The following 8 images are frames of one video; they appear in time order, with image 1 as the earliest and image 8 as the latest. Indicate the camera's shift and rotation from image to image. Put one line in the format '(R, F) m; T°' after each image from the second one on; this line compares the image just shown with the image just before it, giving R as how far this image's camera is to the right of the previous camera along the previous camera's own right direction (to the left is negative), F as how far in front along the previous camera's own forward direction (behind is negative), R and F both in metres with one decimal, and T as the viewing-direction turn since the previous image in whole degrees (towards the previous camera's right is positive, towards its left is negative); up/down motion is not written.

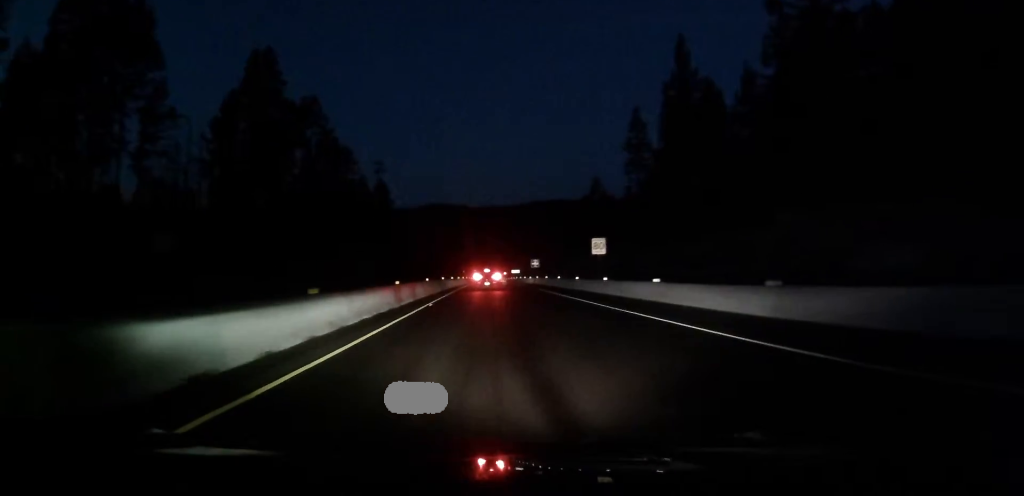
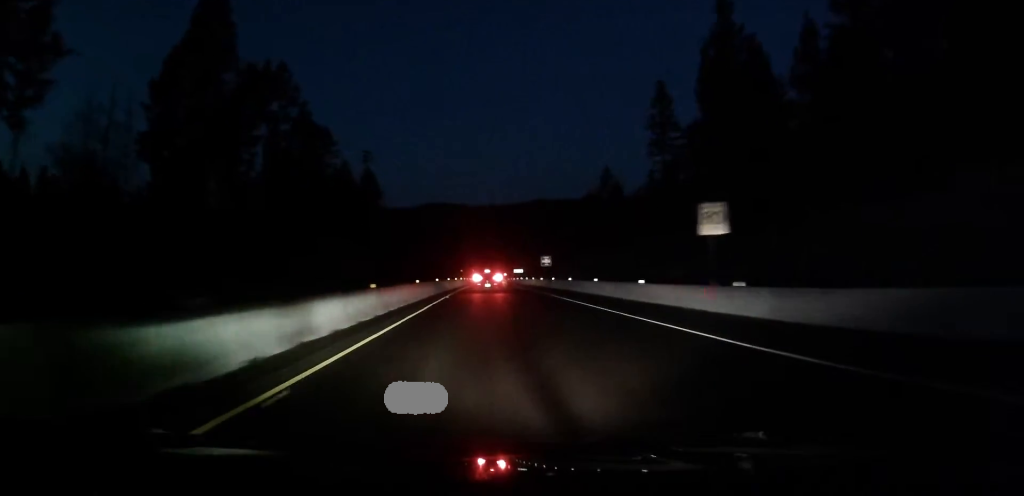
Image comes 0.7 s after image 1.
(0.0, +18.8) m; 0°
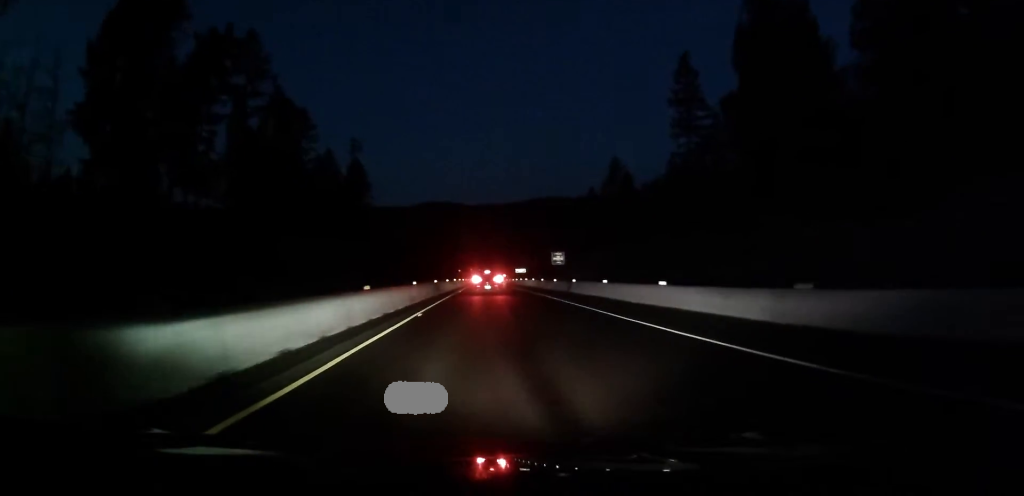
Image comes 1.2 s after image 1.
(+0.2, +14.2) m; 0°
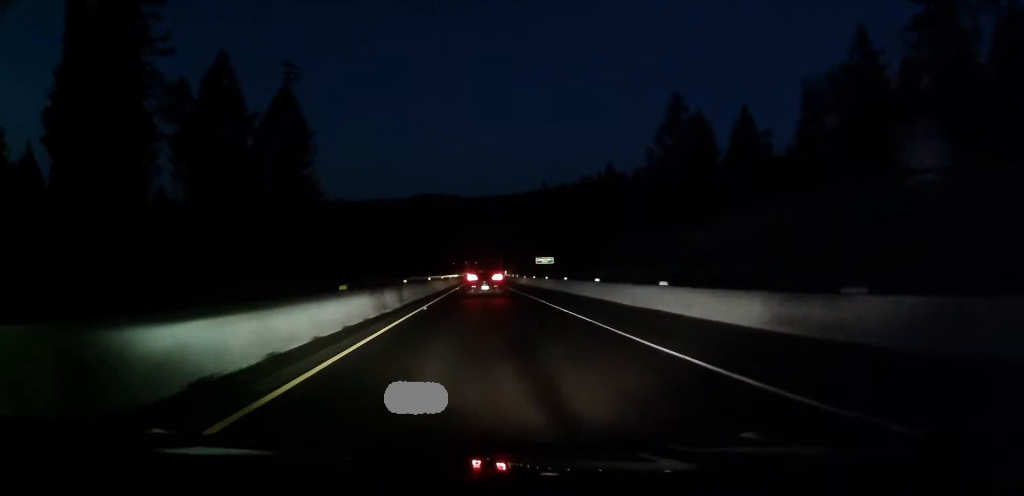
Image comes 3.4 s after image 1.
(+0.2, +55.5) m; +1°
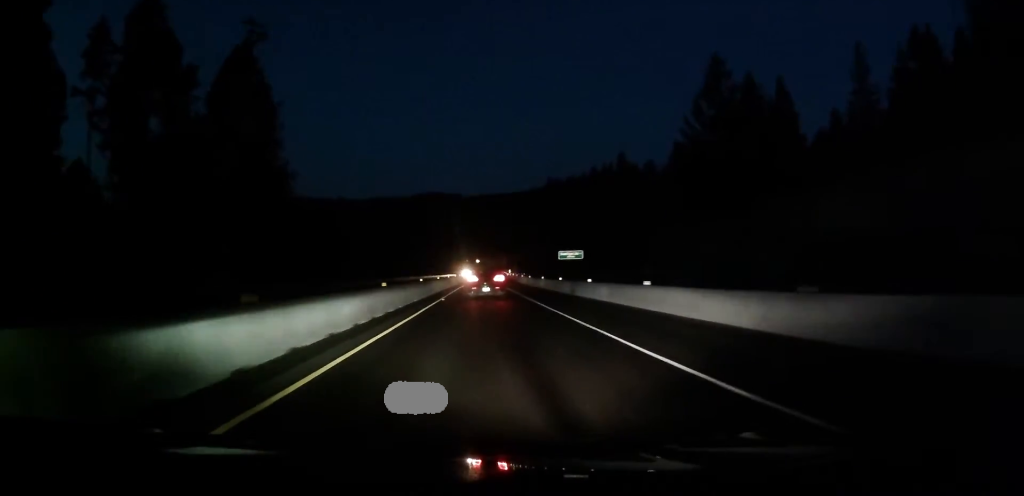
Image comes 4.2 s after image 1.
(-0.2, +20.1) m; 0°
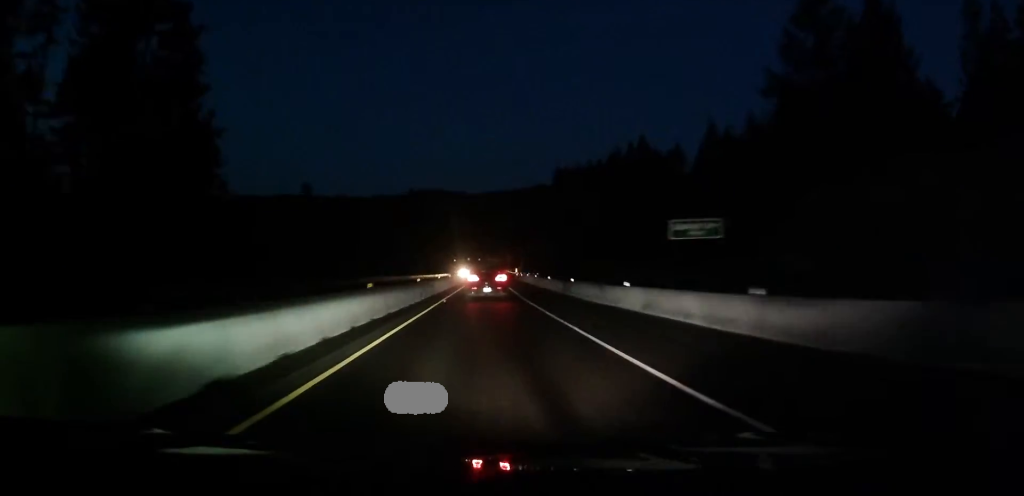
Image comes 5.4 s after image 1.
(+0.4, +30.0) m; 0°
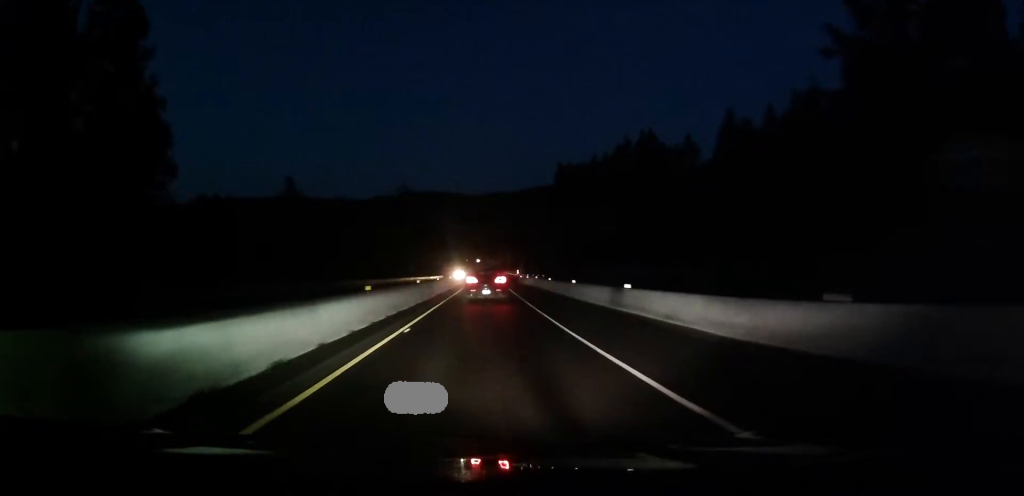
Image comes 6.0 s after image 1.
(-0.1, +13.4) m; -1°
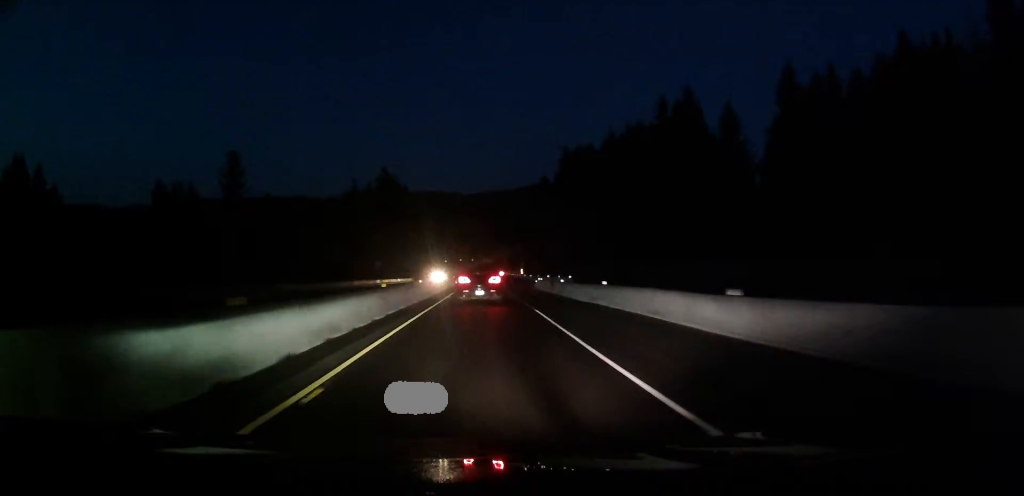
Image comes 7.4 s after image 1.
(-0.2, +34.2) m; +1°
